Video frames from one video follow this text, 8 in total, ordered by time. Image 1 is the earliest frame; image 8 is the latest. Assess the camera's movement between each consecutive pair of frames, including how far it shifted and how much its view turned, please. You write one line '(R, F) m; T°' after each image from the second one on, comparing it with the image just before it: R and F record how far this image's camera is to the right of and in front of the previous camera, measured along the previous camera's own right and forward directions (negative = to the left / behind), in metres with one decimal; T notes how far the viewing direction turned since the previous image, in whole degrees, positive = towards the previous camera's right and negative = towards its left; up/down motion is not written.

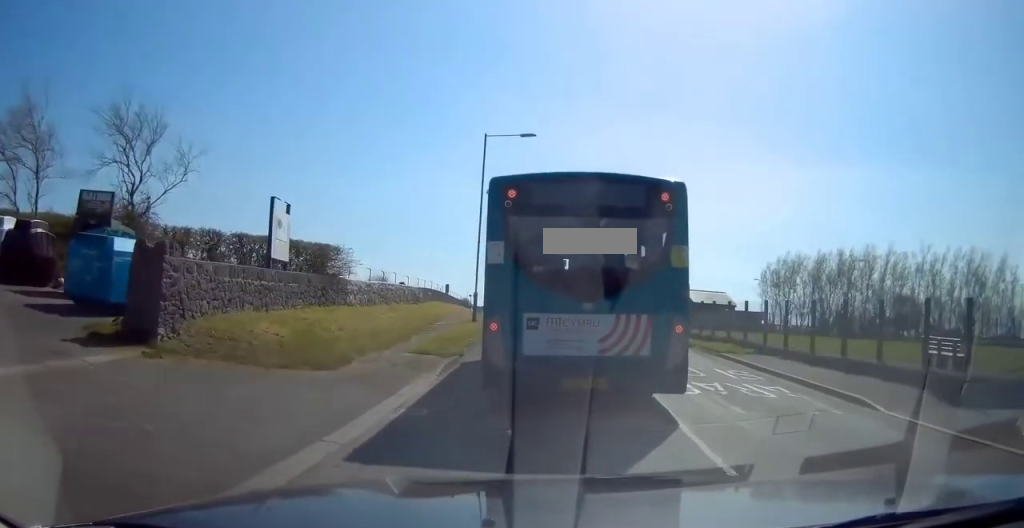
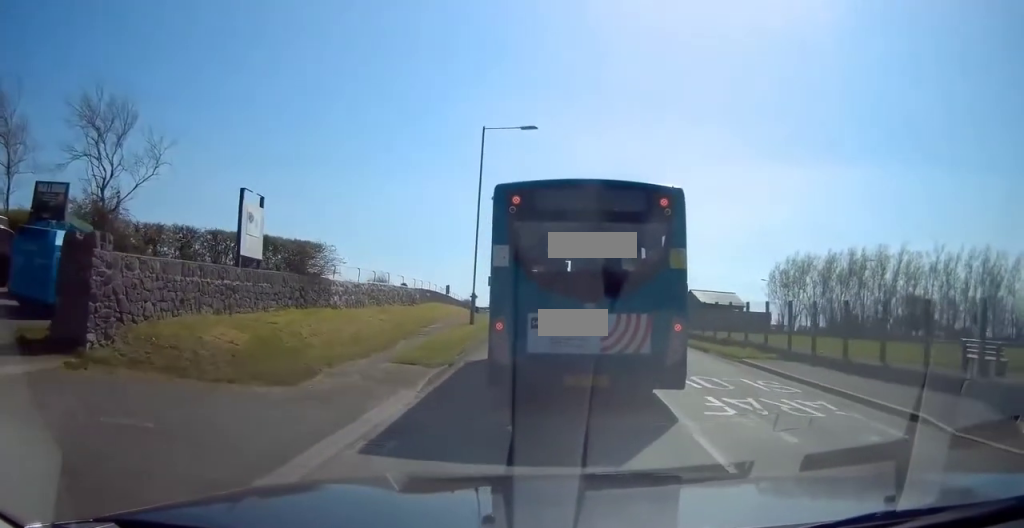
(-0.3, +2.1) m; -1°
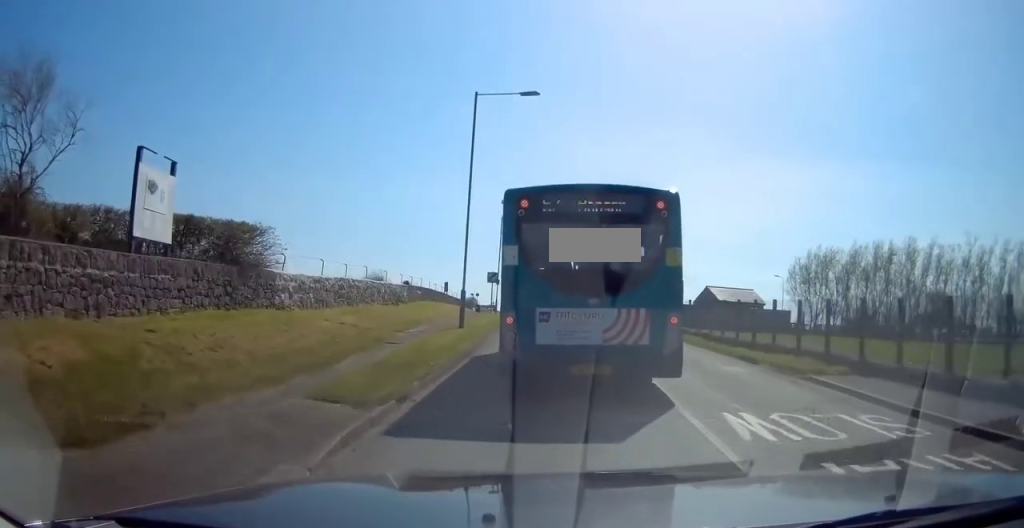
(+0.1, +4.9) m; +2°
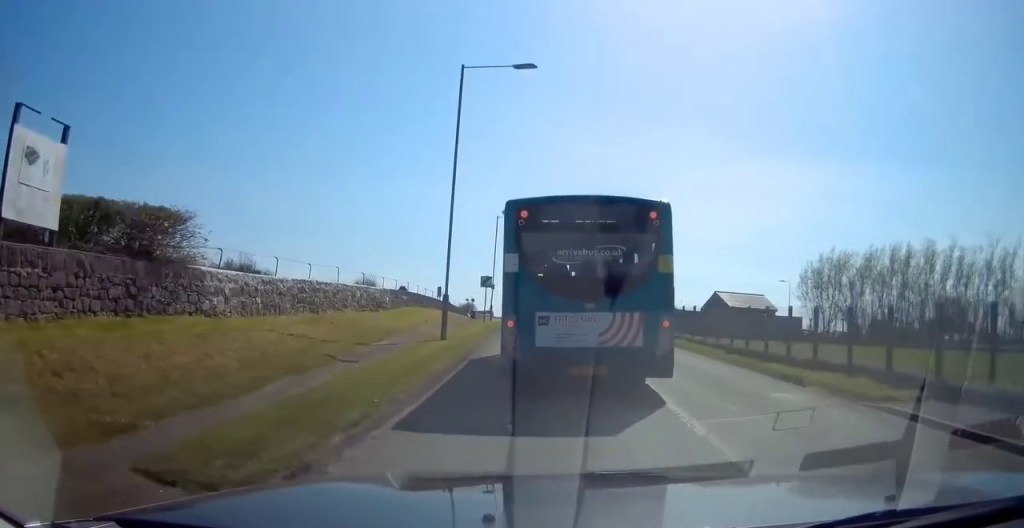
(+0.1, +3.6) m; +2°
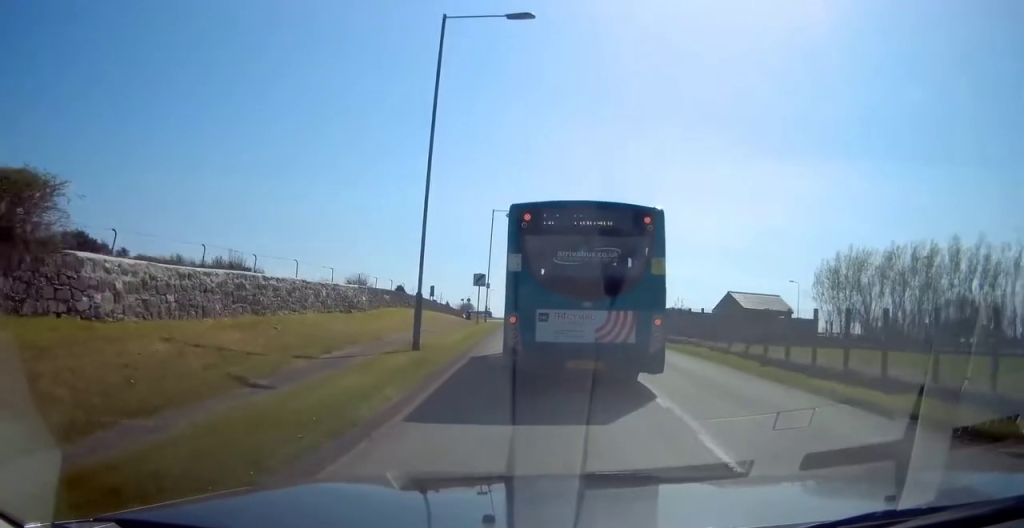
(0.0, +4.1) m; 0°
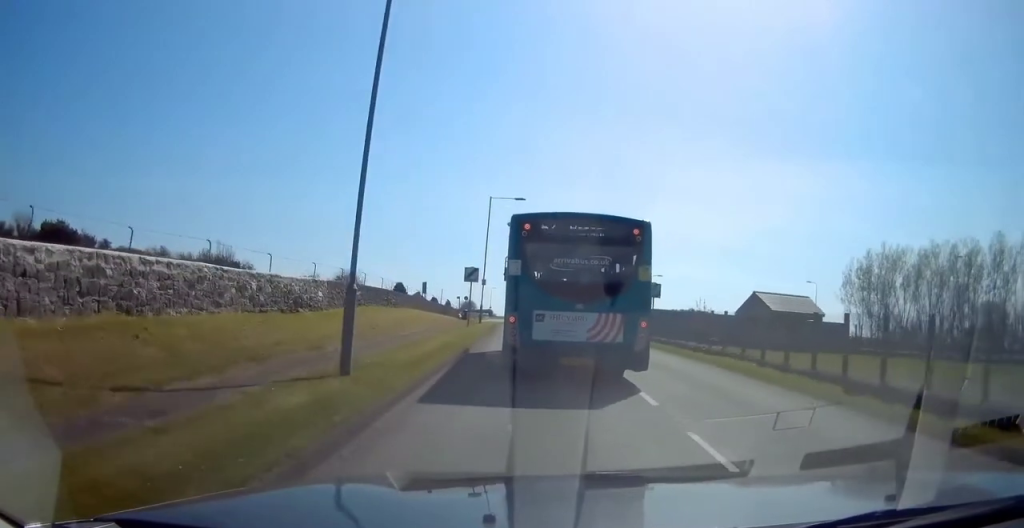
(0.0, +5.7) m; 0°
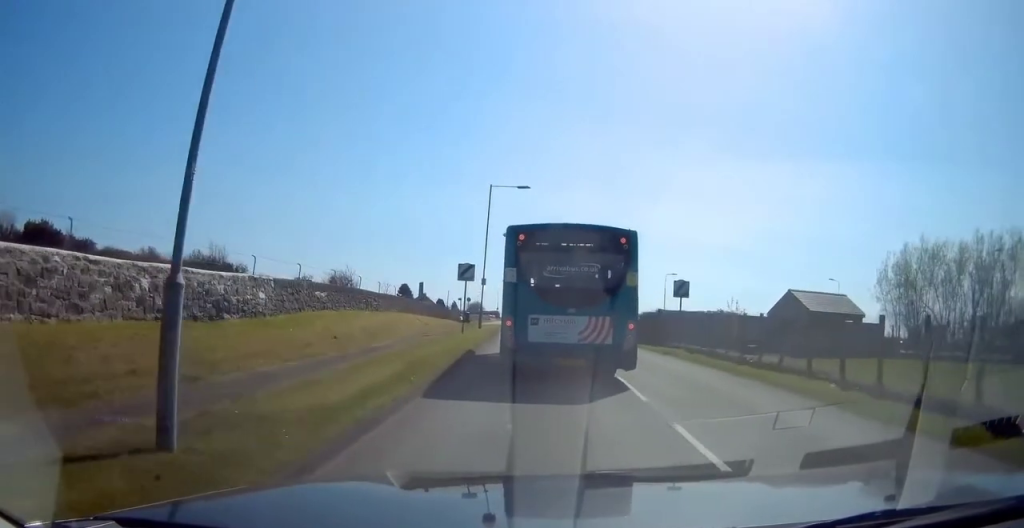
(0.0, +5.1) m; -1°
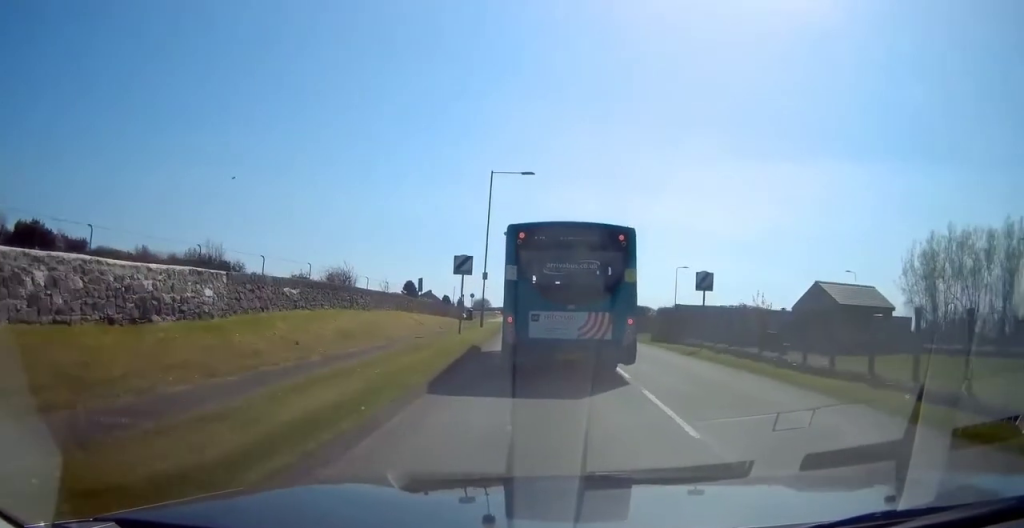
(+0.1, +3.0) m; -2°
